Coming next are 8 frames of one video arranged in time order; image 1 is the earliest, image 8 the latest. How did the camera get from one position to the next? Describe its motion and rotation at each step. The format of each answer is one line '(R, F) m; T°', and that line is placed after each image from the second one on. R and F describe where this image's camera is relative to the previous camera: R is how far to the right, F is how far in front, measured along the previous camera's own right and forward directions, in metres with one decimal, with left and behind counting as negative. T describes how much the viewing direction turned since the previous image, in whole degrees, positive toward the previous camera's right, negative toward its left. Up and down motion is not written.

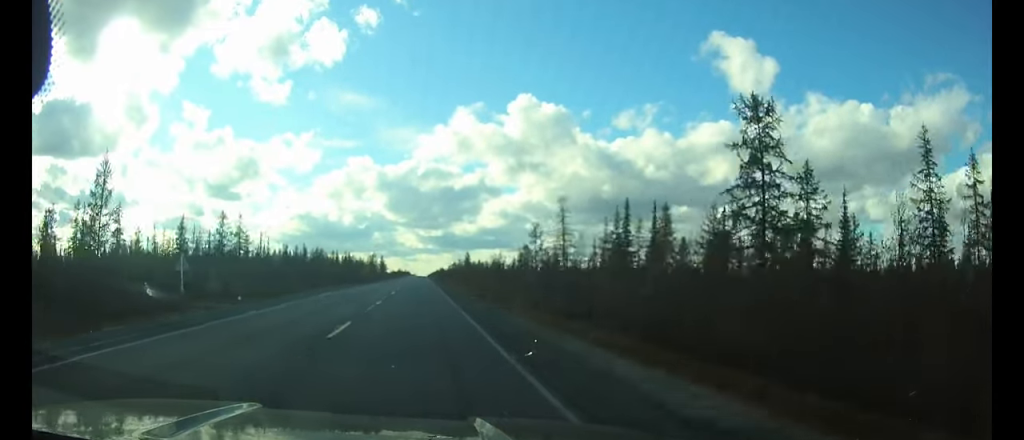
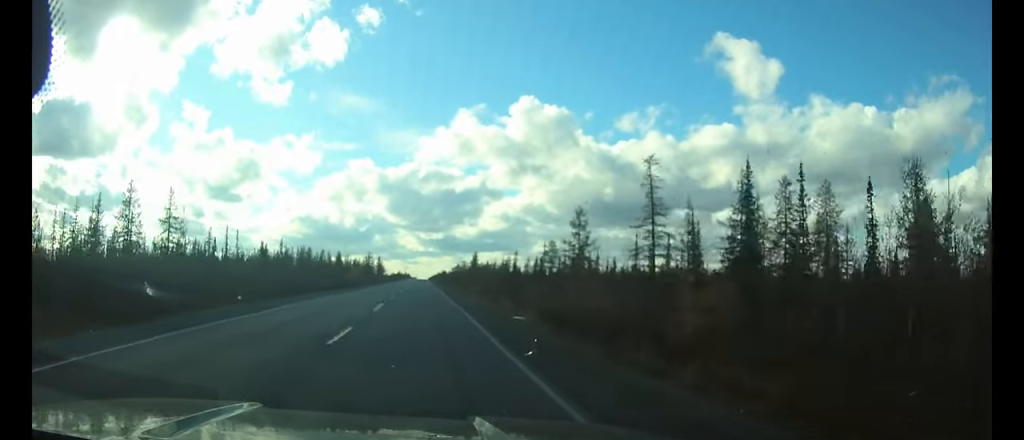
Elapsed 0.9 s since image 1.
(0.0, +23.8) m; 0°
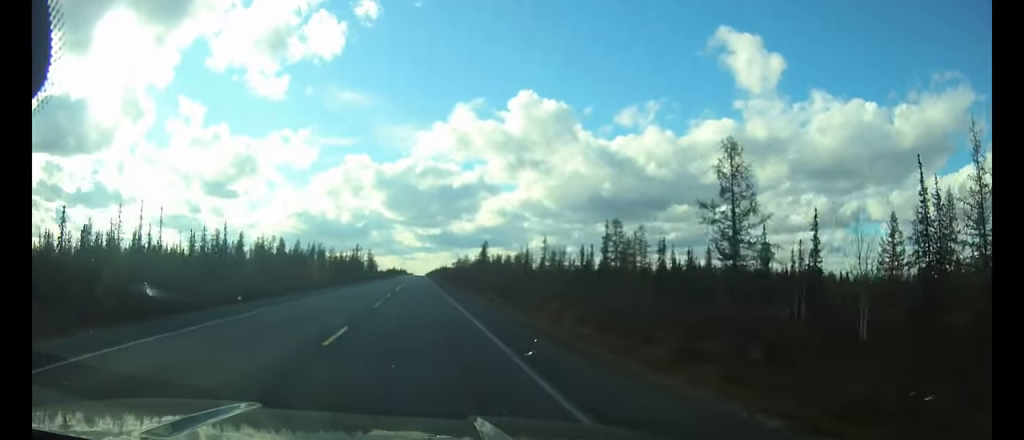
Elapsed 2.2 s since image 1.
(+0.1, +34.4) m; 0°
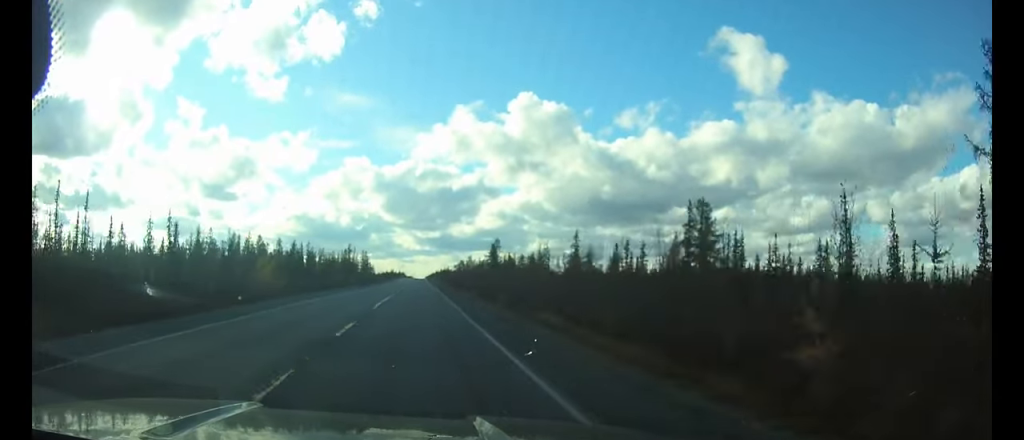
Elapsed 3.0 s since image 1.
(0.0, +20.7) m; 0°
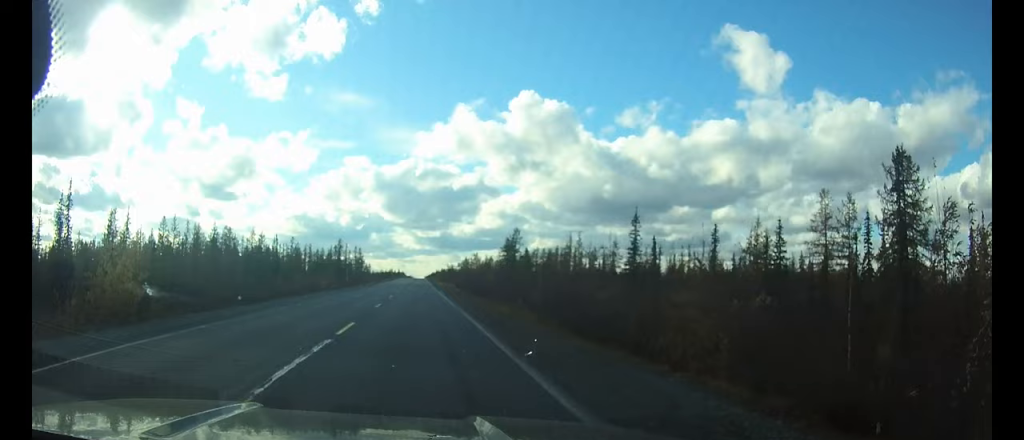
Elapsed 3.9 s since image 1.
(0.0, +22.6) m; 0°
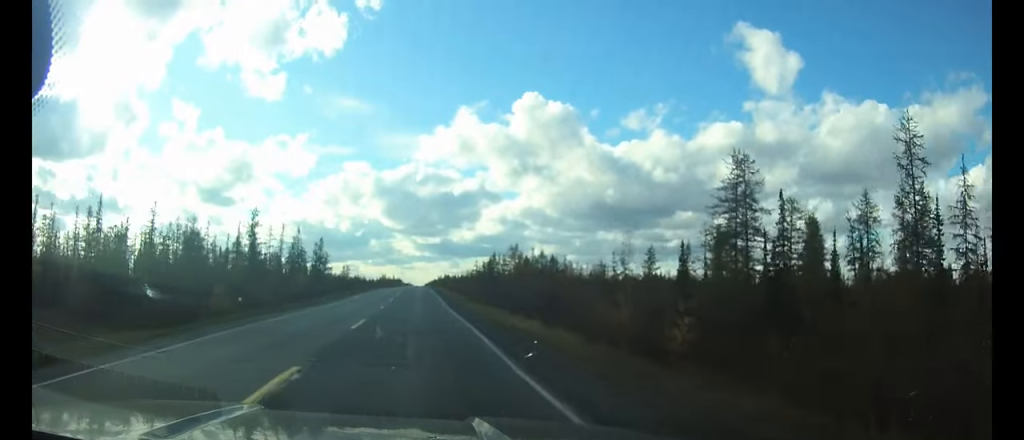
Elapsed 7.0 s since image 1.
(0.0, +82.5) m; 0°
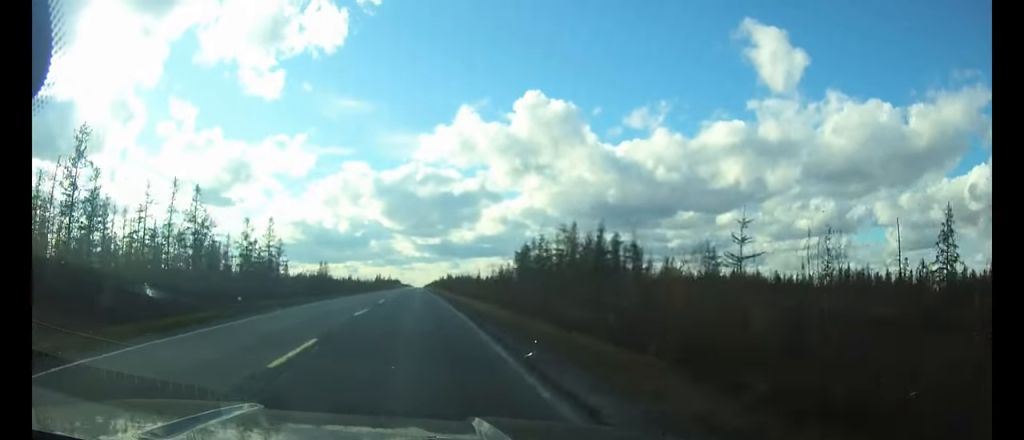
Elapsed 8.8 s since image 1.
(+0.1, +45.9) m; 0°
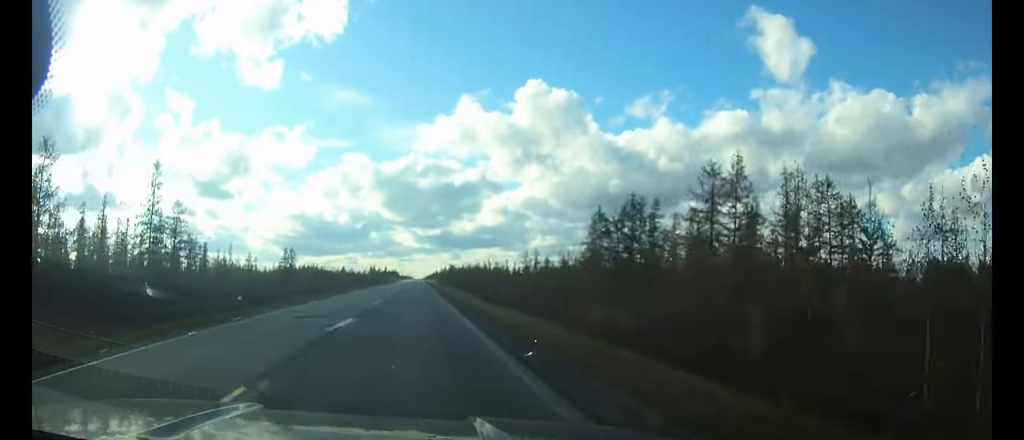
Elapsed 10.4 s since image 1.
(0.0, +43.3) m; 0°
